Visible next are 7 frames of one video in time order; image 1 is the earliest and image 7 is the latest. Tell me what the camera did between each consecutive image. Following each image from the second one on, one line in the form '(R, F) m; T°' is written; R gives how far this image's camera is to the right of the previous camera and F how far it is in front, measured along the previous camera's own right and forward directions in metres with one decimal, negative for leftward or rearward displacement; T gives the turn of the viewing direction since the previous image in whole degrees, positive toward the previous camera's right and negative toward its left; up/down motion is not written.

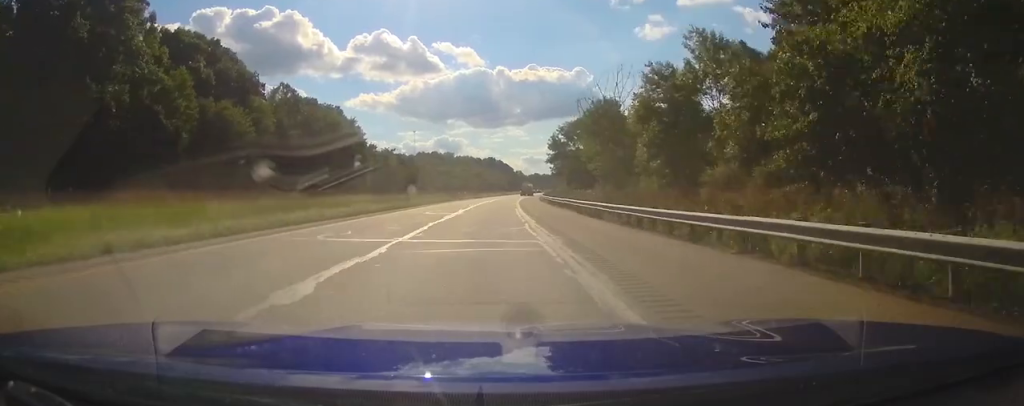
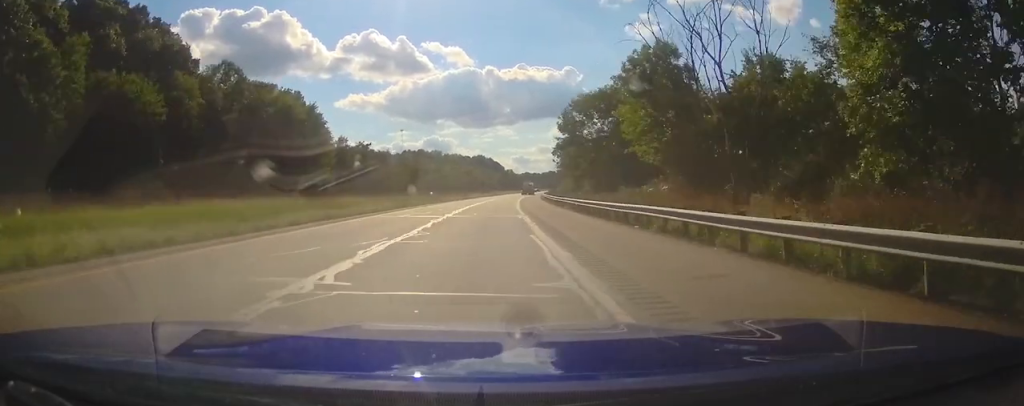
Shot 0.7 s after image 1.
(+0.2, +24.5) m; +1°
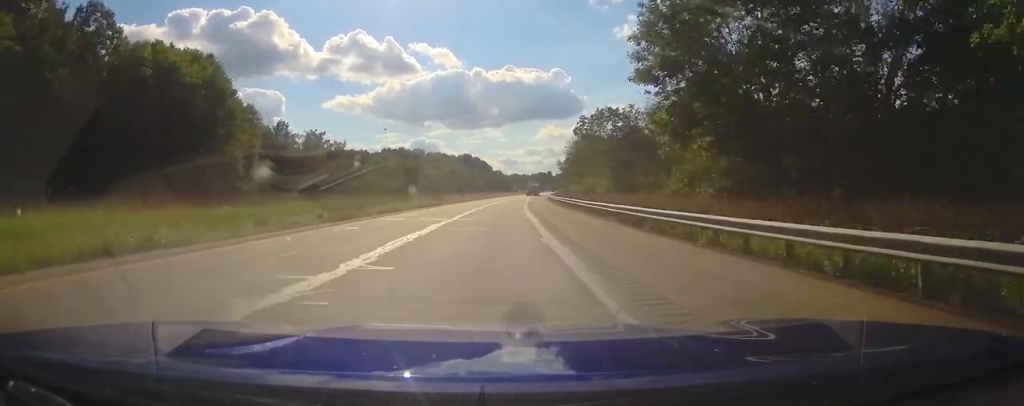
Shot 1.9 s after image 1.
(+0.7, +37.8) m; +2°
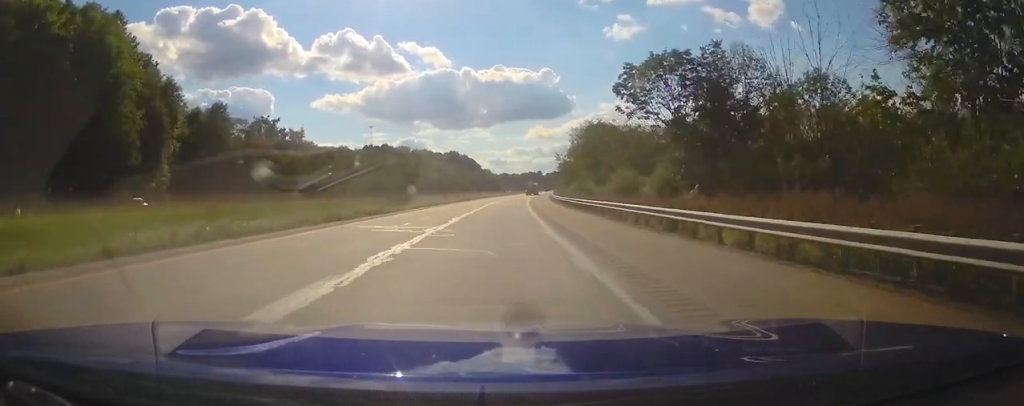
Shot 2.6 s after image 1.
(+0.2, +24.4) m; +2°
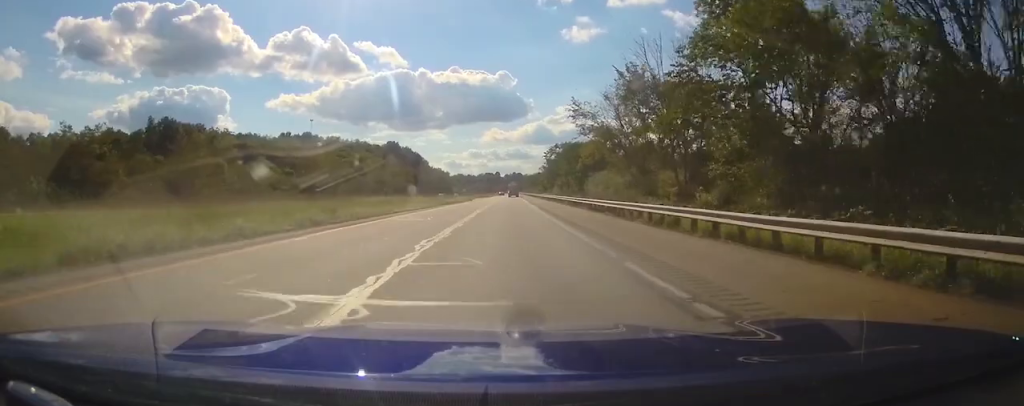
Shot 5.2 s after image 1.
(+4.1, +85.9) m; +4°
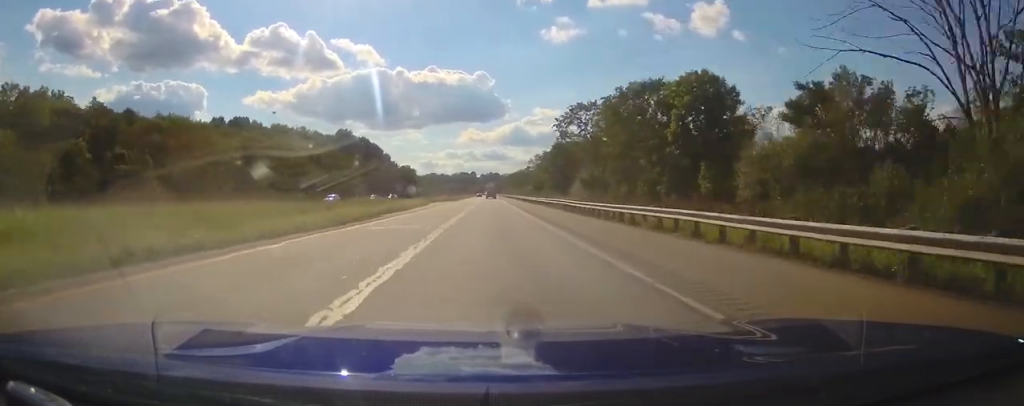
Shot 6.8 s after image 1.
(+0.7, +56.2) m; +2°
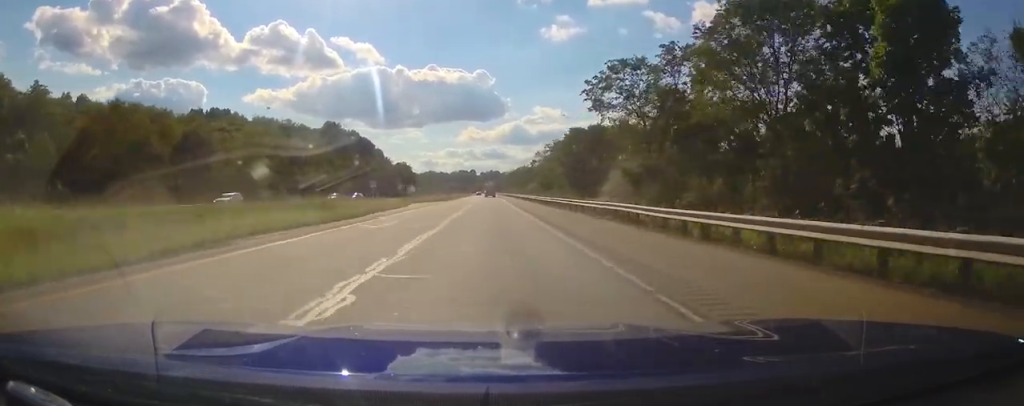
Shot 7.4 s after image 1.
(+0.3, +20.3) m; 0°
